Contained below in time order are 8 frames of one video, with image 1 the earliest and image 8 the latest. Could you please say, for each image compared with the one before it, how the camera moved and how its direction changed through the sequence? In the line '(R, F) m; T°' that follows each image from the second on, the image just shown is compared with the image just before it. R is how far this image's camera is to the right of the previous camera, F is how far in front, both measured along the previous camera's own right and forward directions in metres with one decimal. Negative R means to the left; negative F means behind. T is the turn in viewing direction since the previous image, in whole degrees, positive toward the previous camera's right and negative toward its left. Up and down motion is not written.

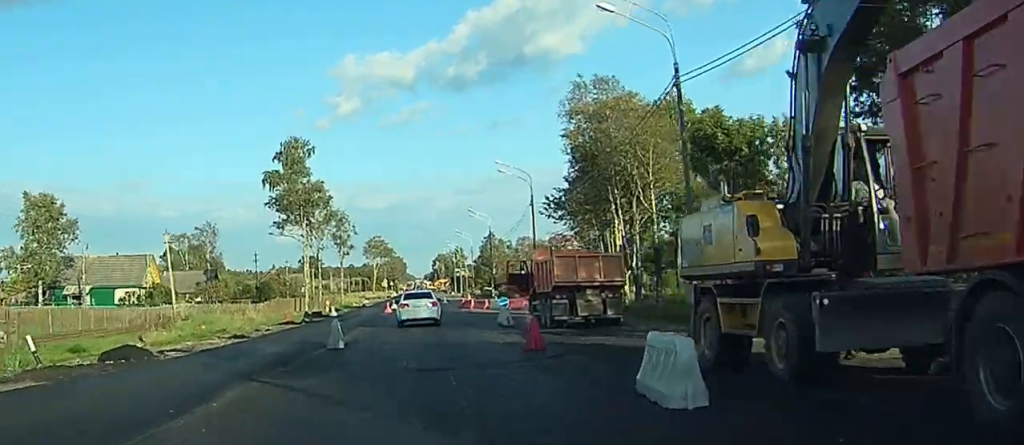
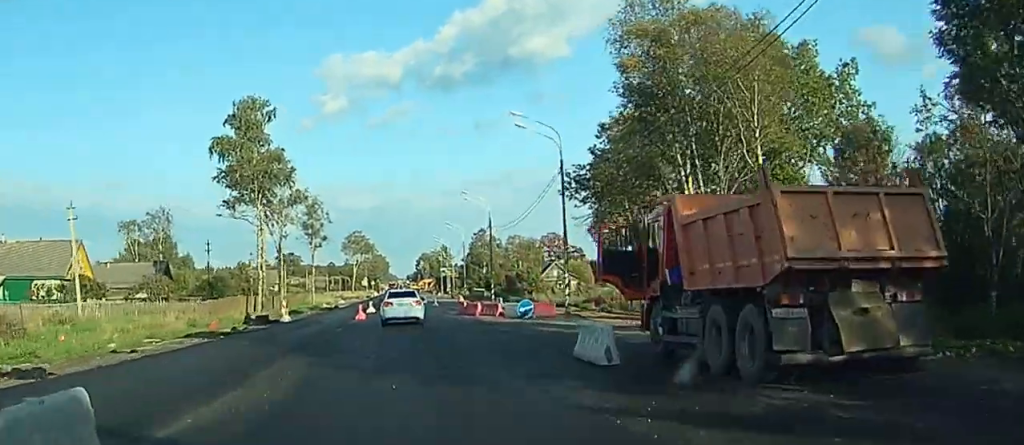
(+0.3, +18.6) m; +2°
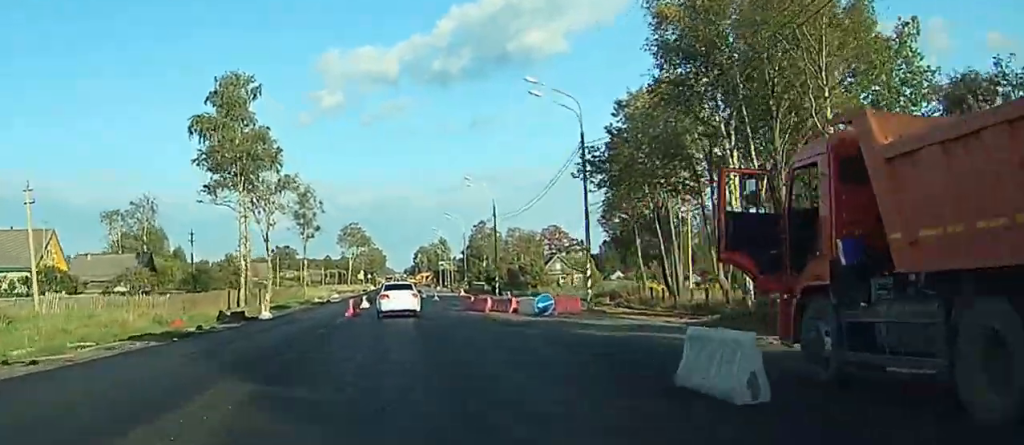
(0.0, +6.4) m; +1°
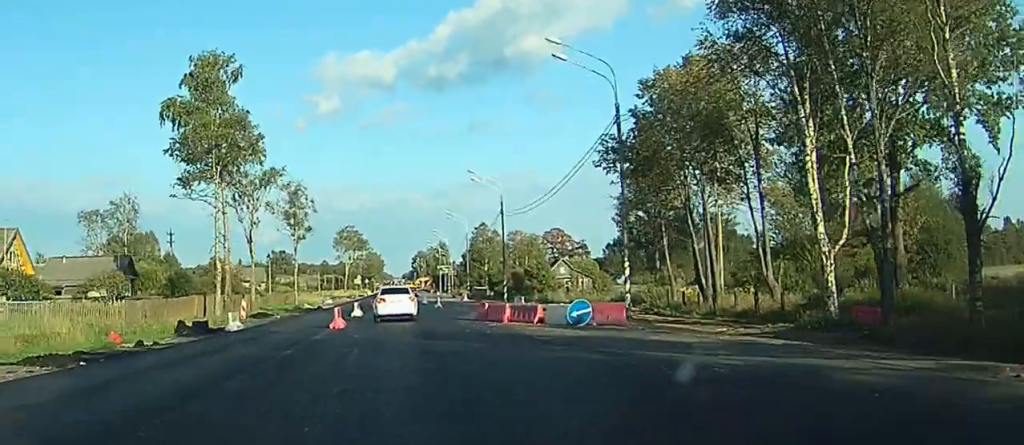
(+0.1, +7.5) m; 0°
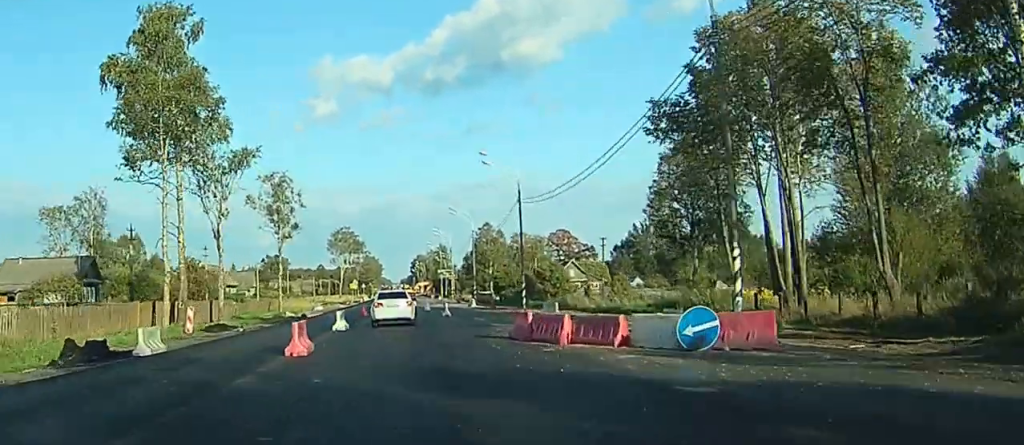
(+0.1, +11.8) m; 0°
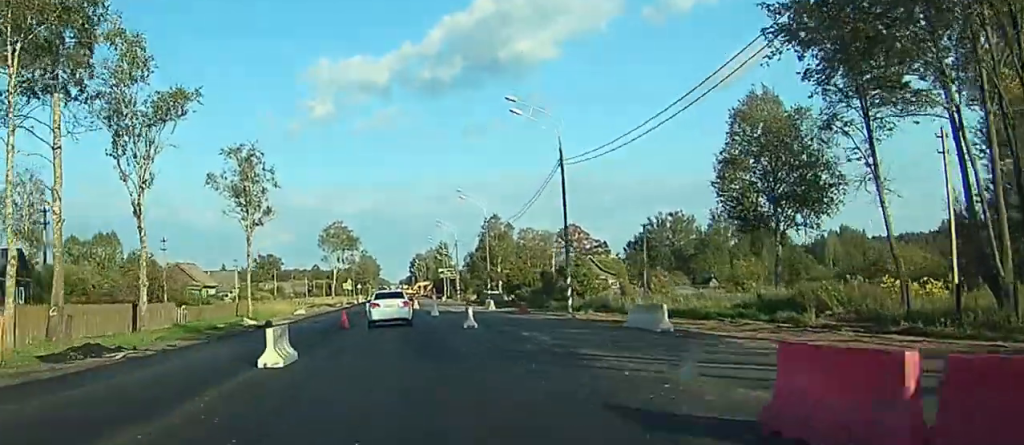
(-0.1, +17.2) m; -1°
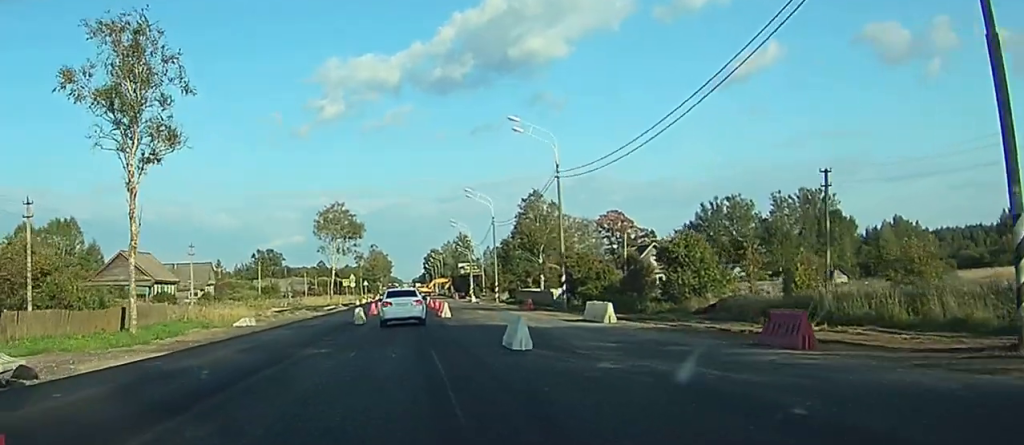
(-0.4, +33.4) m; -1°
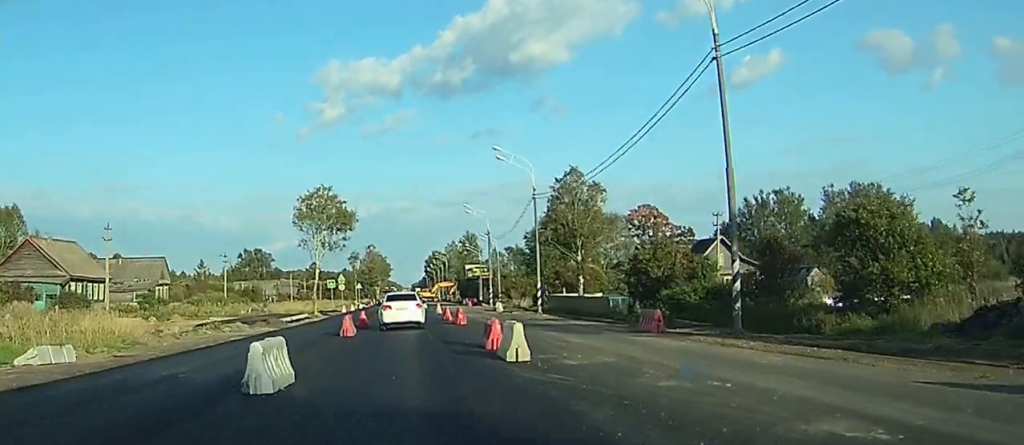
(+0.2, +26.8) m; +1°
